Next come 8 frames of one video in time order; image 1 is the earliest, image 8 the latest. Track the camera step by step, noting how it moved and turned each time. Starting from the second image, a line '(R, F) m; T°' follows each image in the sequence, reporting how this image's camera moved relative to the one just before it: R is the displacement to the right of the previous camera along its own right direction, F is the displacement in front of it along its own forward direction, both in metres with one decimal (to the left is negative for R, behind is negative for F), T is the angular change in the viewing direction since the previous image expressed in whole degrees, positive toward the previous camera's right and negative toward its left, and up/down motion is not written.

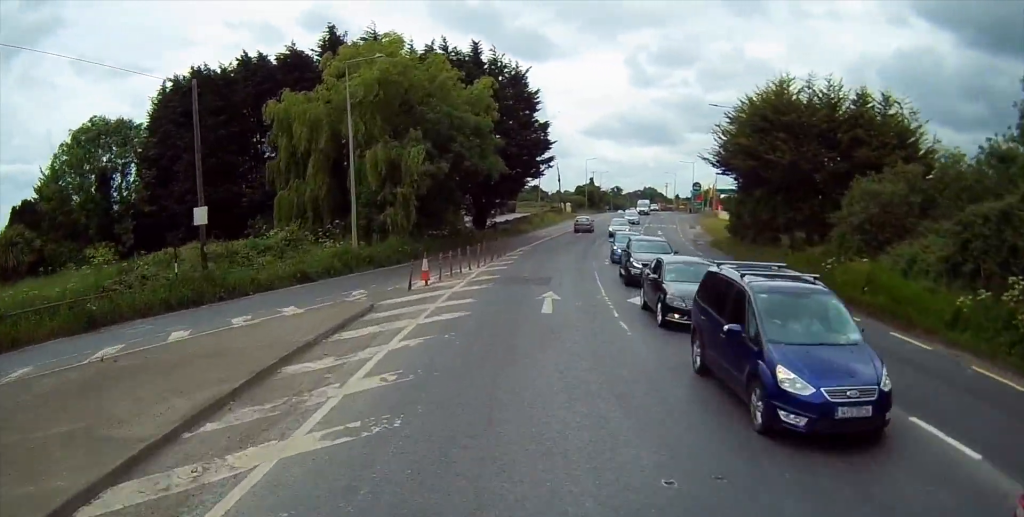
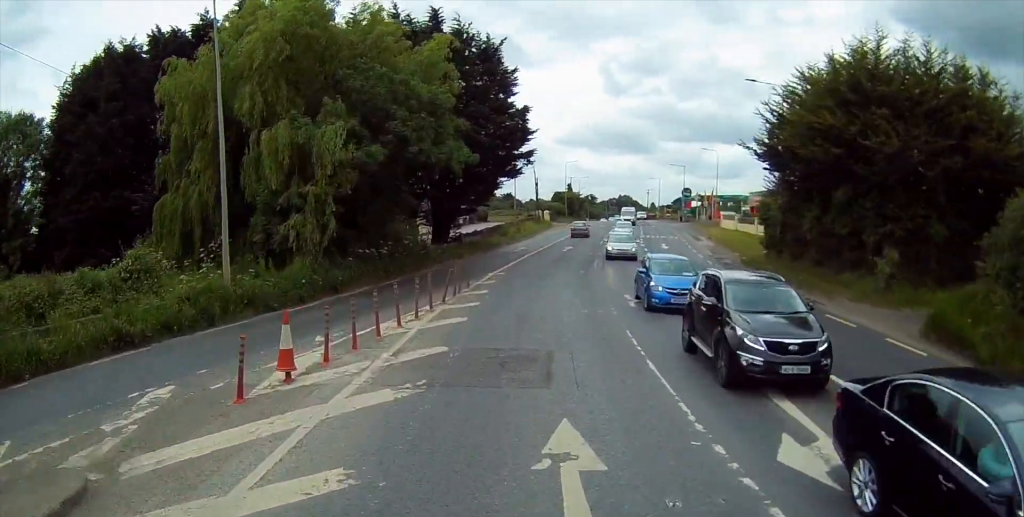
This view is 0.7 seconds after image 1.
(+0.2, +12.1) m; +2°
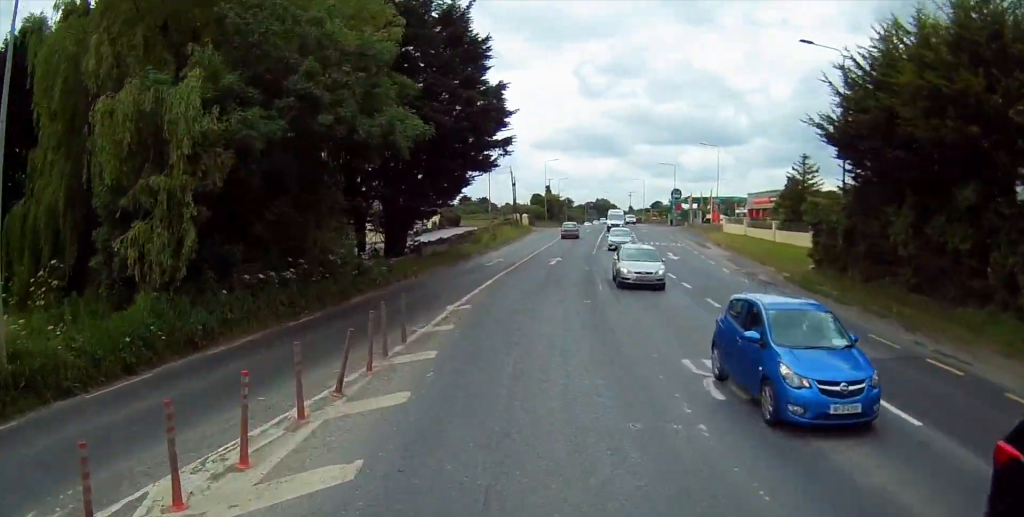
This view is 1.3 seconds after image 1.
(+0.1, +9.5) m; +2°
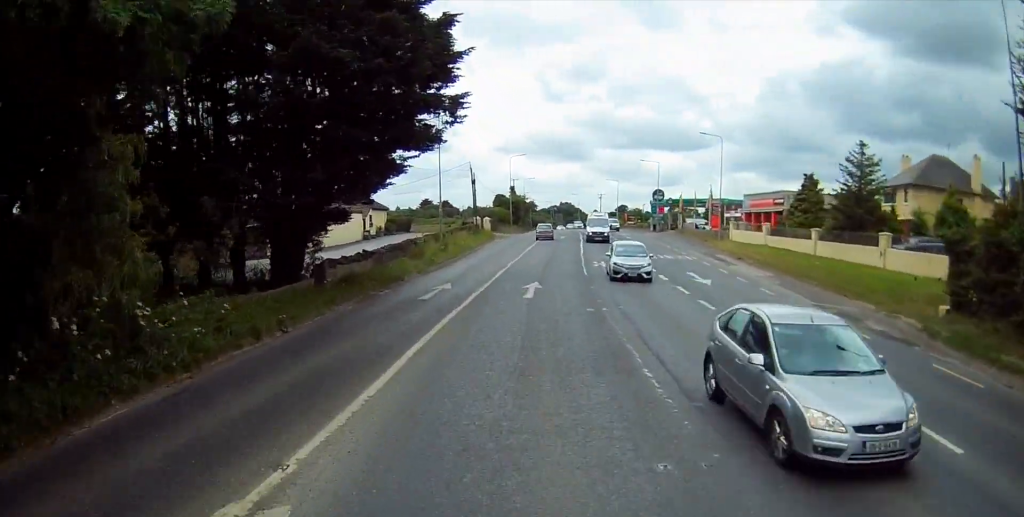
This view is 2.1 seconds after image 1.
(+0.1, +13.0) m; +3°
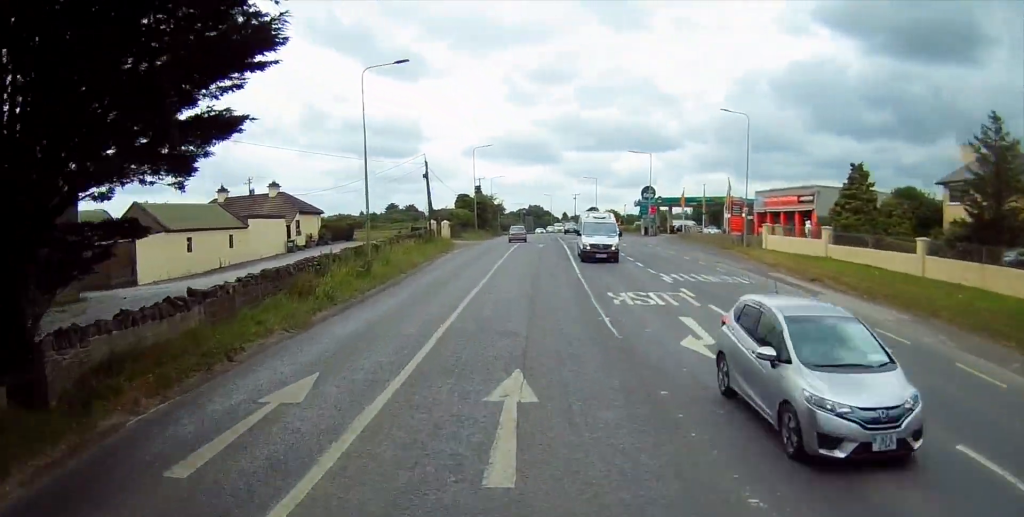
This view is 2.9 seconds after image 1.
(+0.6, +14.6) m; +3°
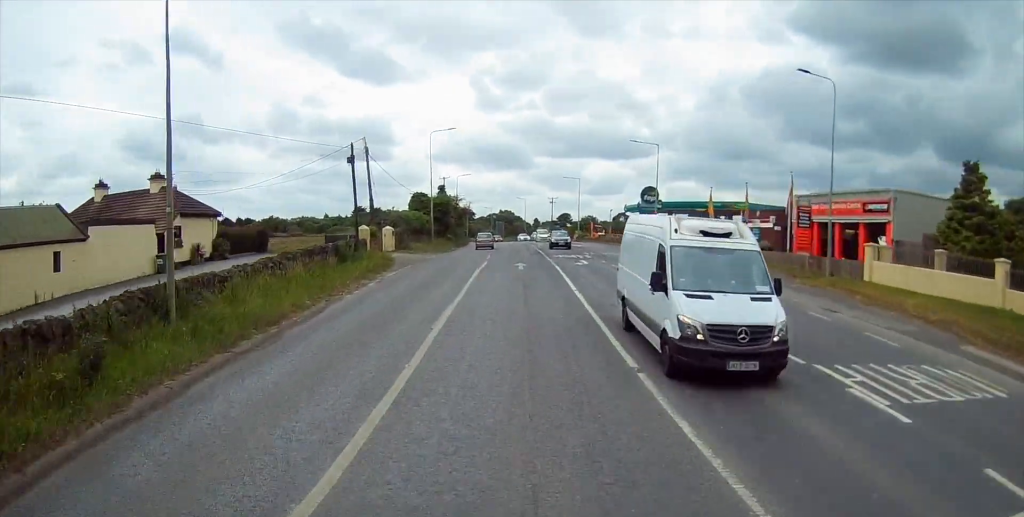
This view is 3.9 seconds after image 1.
(+0.5, +16.9) m; +3°
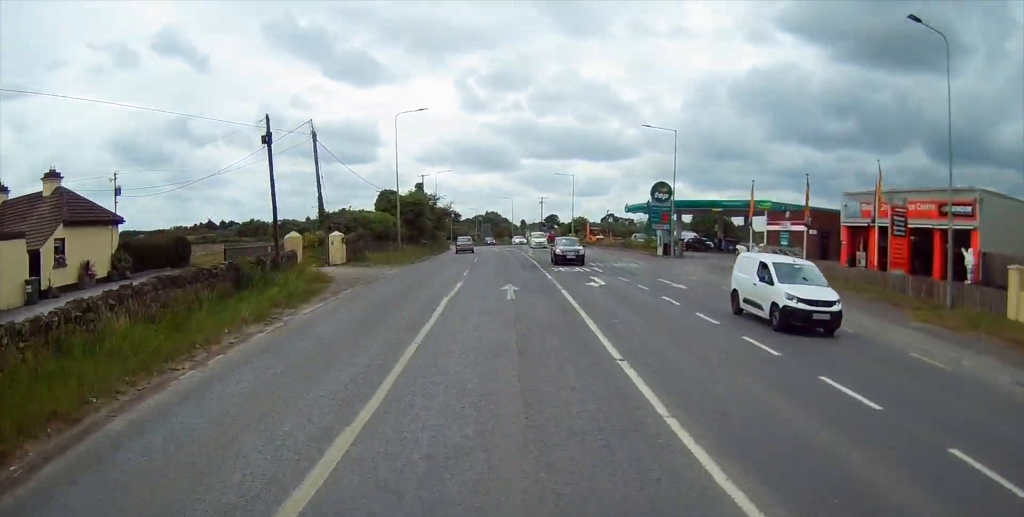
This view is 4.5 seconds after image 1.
(+0.2, +10.9) m; +1°
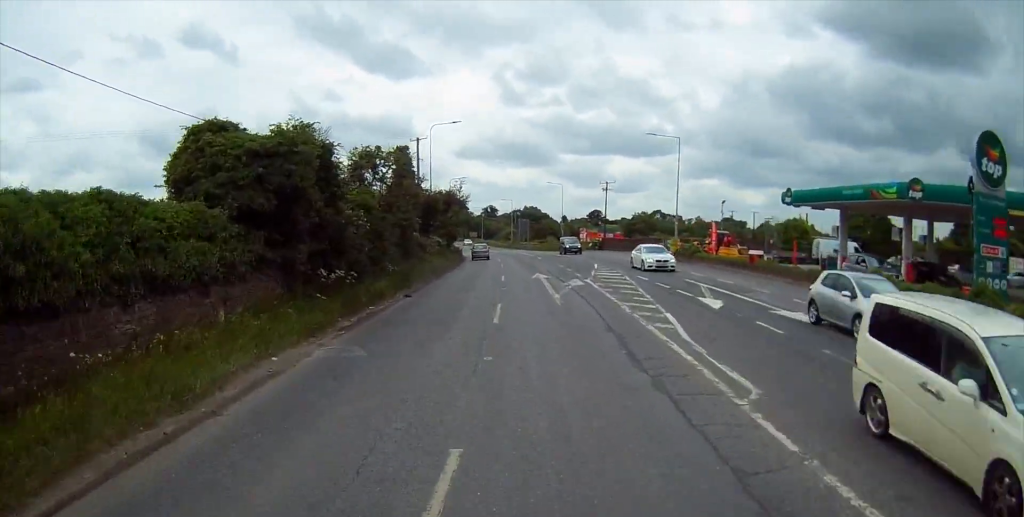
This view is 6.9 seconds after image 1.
(-0.8, +40.6) m; -3°
